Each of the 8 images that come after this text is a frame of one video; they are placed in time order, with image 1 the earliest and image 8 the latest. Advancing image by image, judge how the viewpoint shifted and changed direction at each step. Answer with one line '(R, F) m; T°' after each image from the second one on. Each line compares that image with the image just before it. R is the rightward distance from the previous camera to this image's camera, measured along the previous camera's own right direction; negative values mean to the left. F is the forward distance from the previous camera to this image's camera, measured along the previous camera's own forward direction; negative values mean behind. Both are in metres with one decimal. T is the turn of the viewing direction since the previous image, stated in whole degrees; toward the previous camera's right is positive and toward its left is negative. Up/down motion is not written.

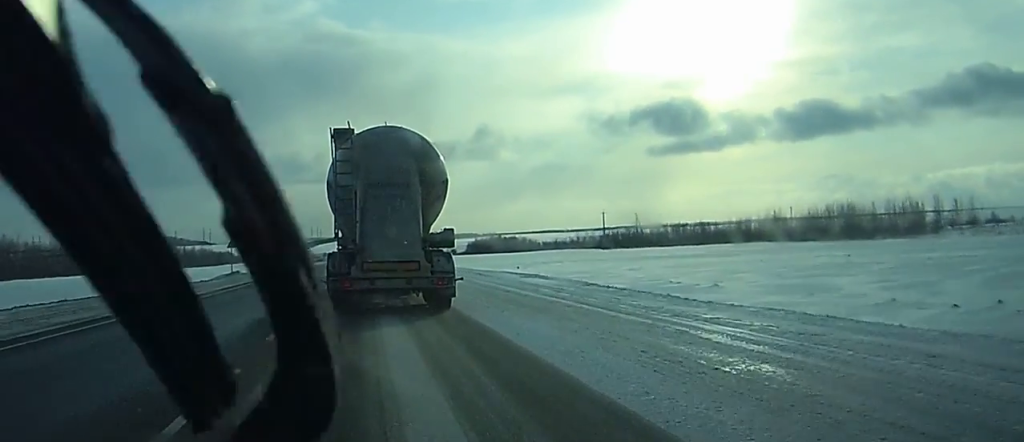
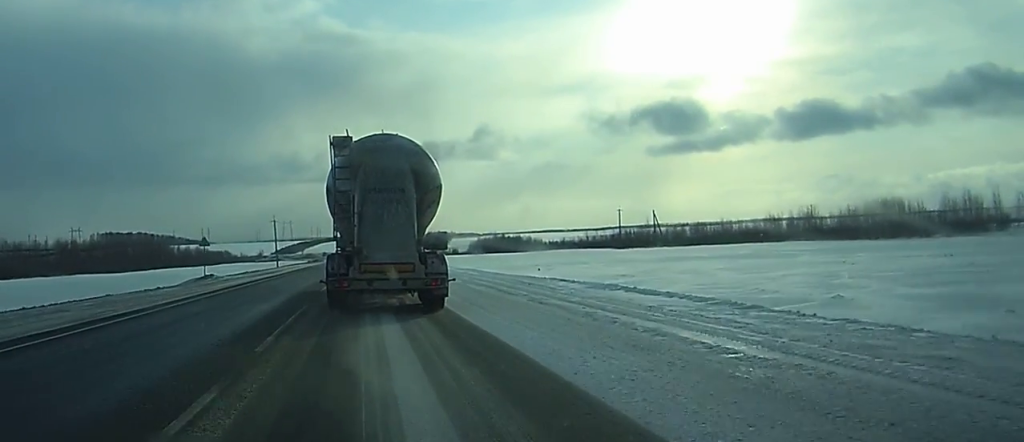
(0.0, +13.4) m; 0°
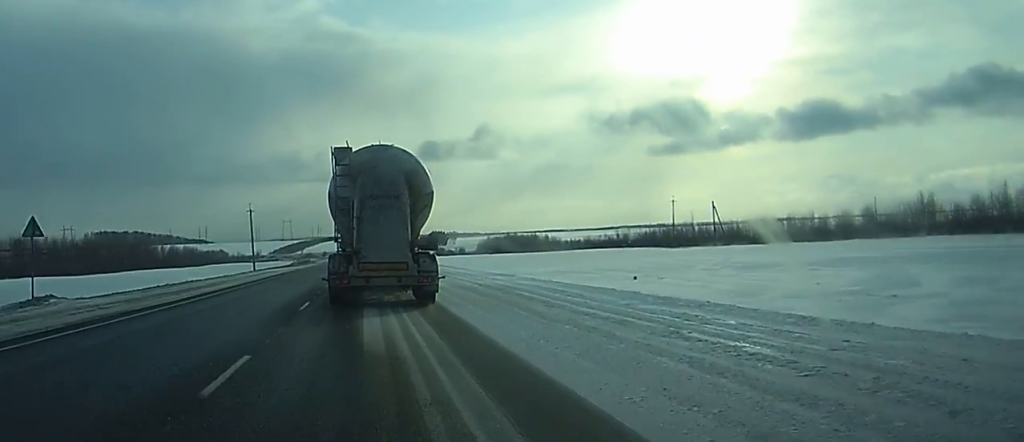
(0.0, +33.9) m; 0°
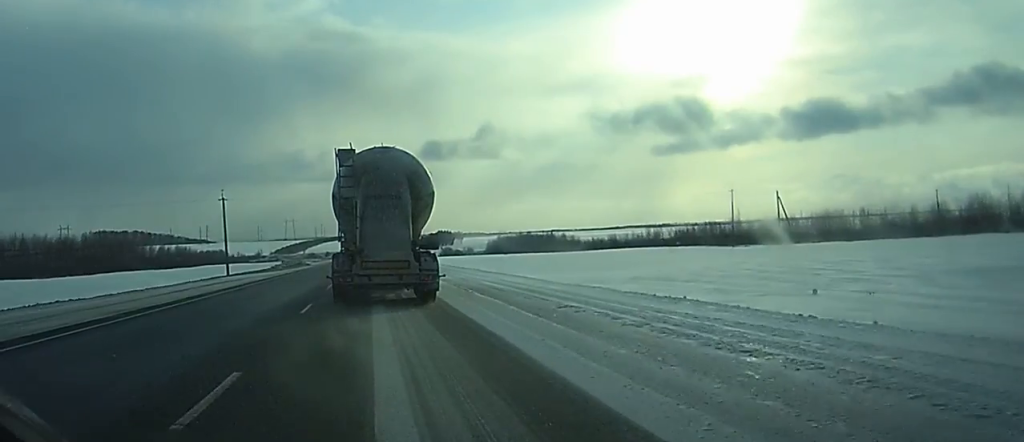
(0.0, +25.1) m; 0°
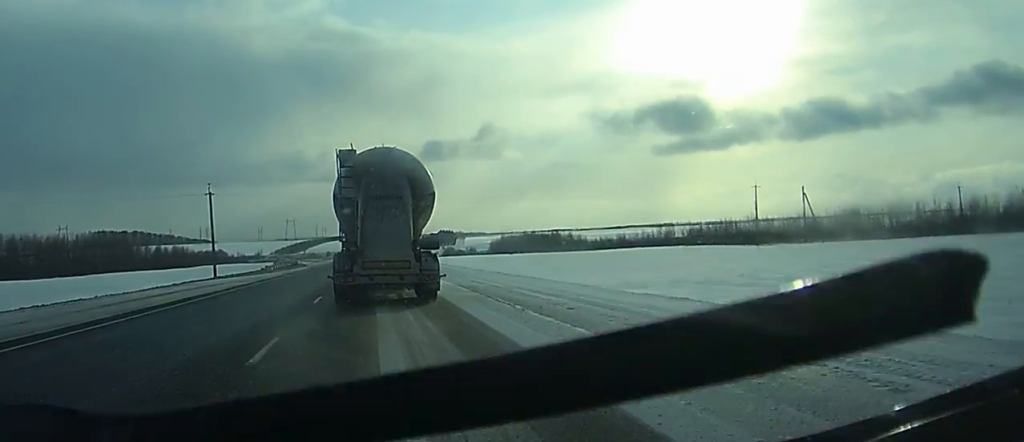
(0.0, +8.2) m; 0°
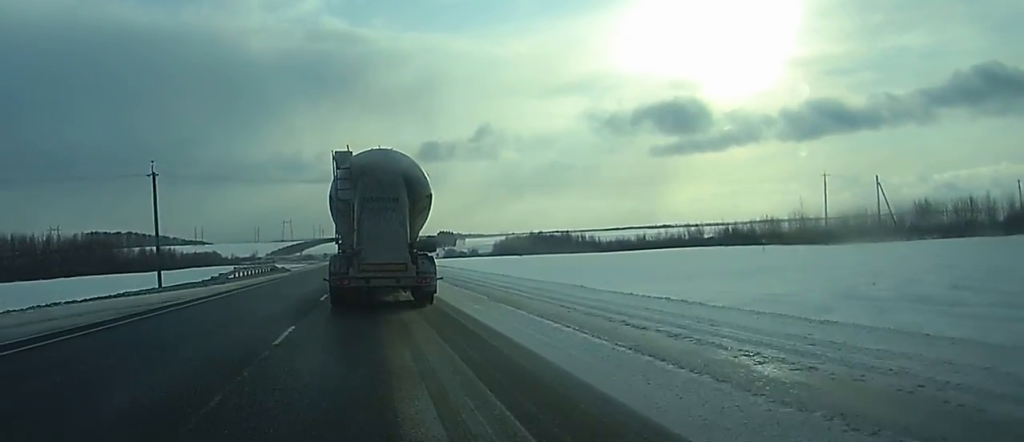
(-0.1, +21.1) m; 0°
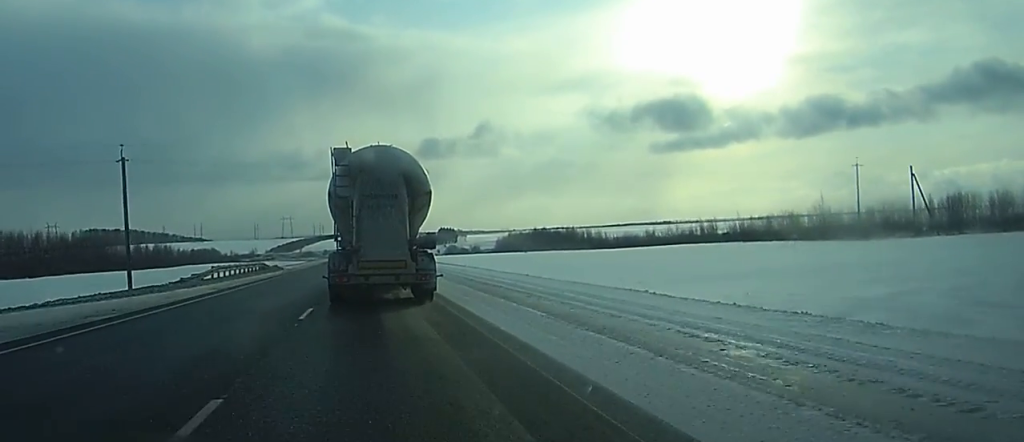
(0.0, +7.8) m; 0°
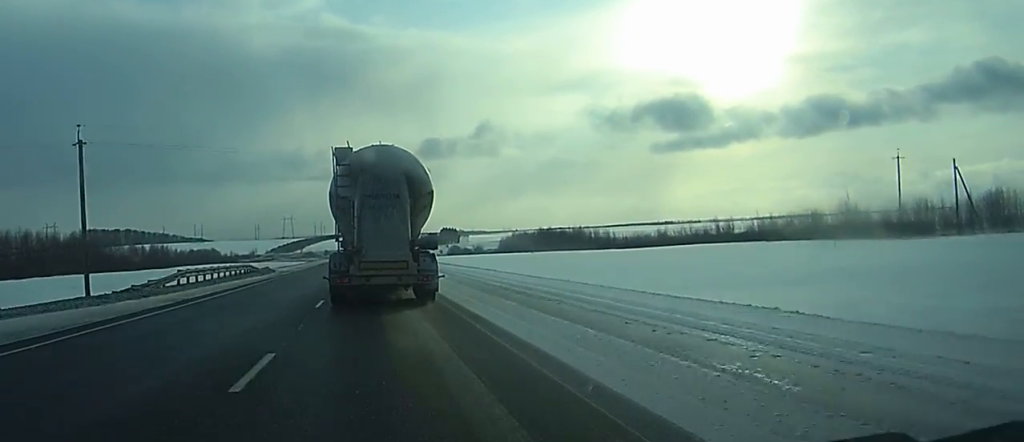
(-0.1, +8.4) m; 0°
